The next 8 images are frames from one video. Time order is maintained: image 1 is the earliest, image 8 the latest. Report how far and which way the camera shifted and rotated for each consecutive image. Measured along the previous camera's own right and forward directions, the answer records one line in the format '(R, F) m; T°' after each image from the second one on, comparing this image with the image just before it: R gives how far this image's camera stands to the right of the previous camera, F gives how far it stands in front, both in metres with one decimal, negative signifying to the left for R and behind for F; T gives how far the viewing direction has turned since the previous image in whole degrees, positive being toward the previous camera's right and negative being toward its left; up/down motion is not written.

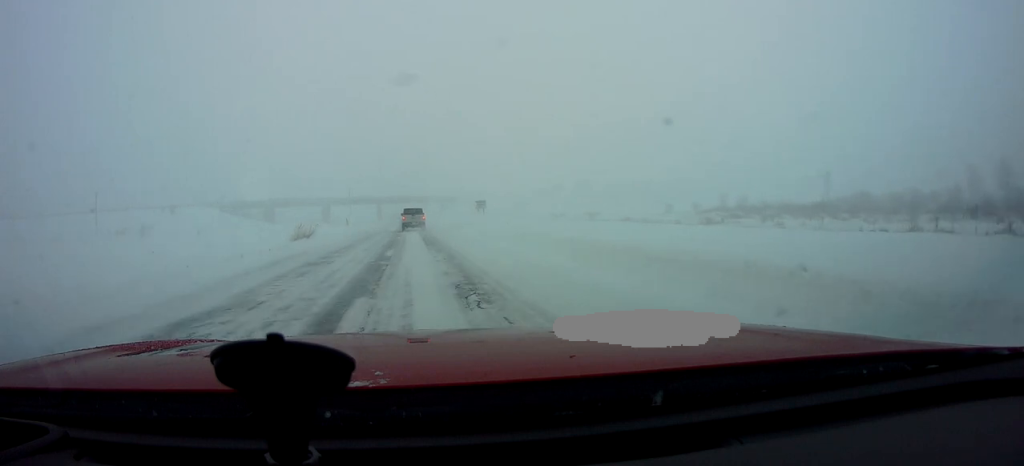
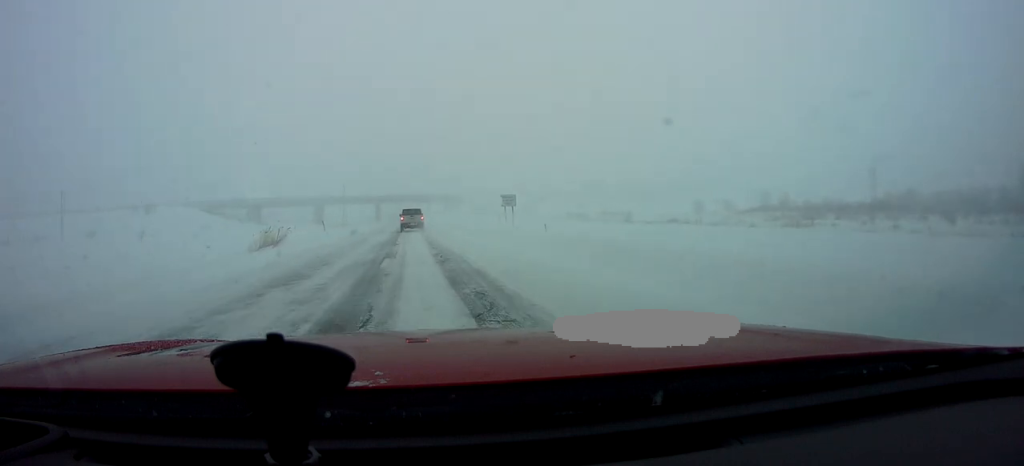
(-0.6, +16.5) m; -1°
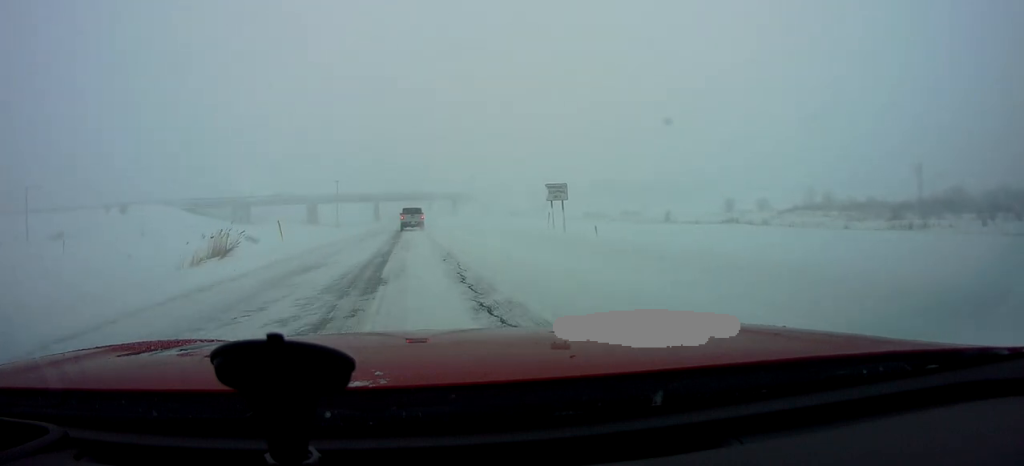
(+0.2, +14.5) m; +1°
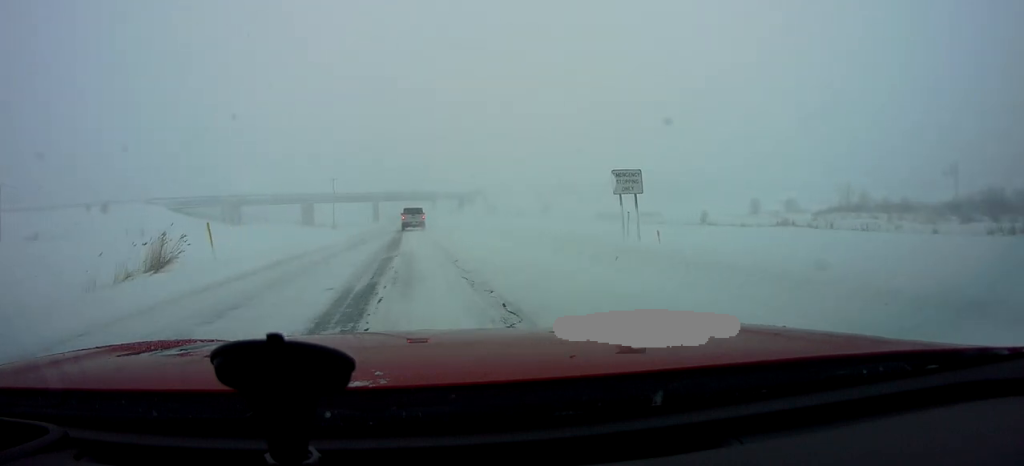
(0.0, +10.1) m; -1°
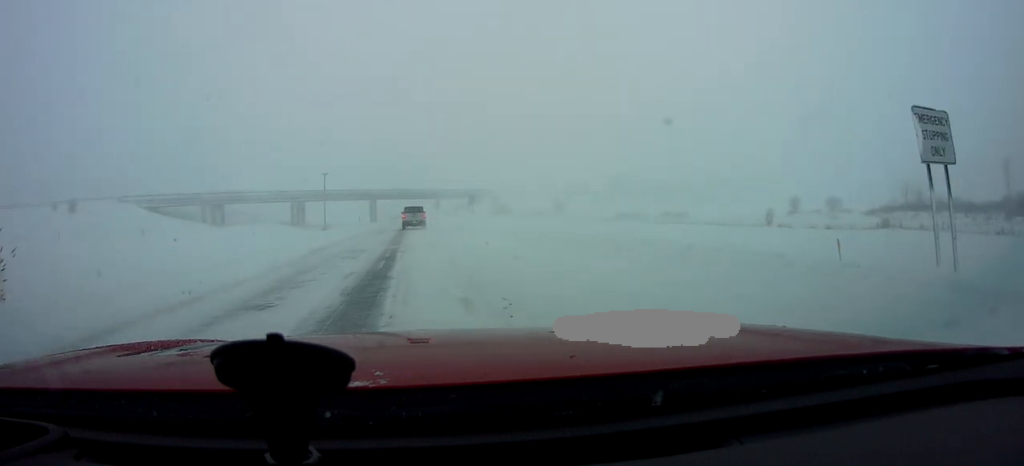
(-0.2, +14.0) m; -2°
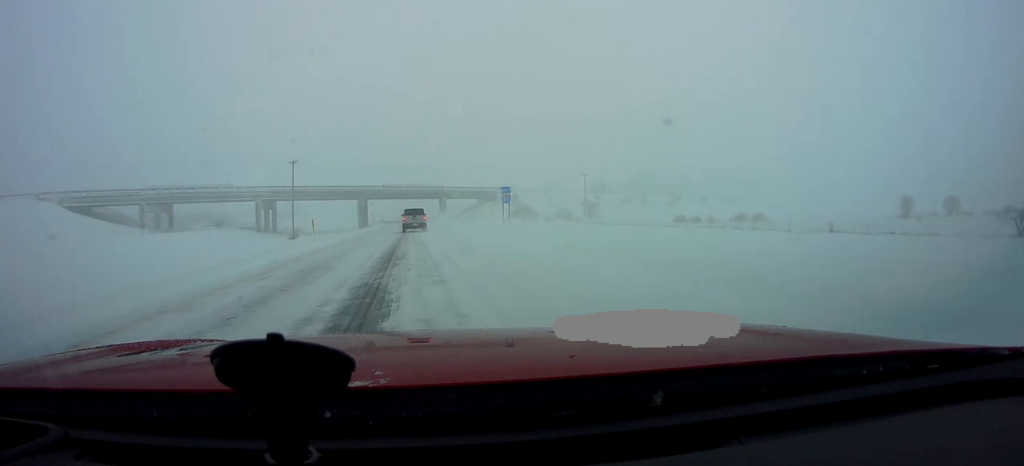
(+0.4, +30.9) m; +2°
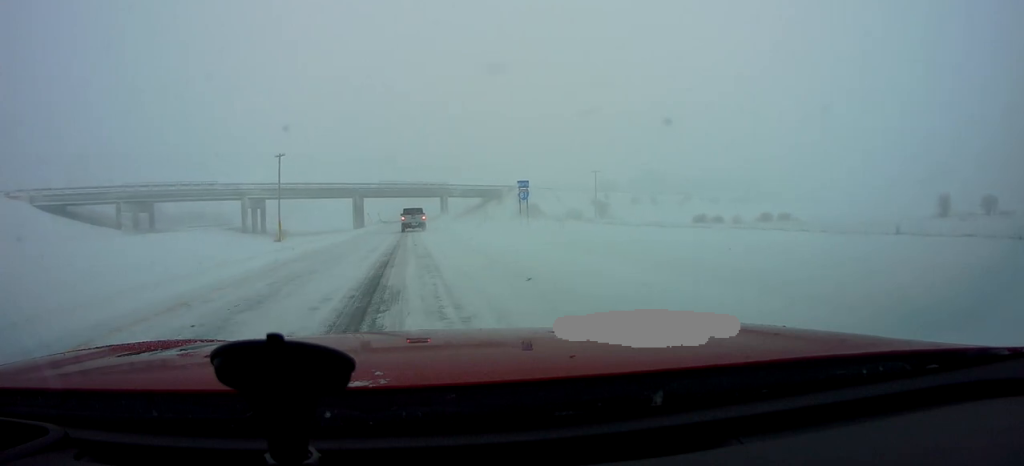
(-0.1, +8.3) m; 0°
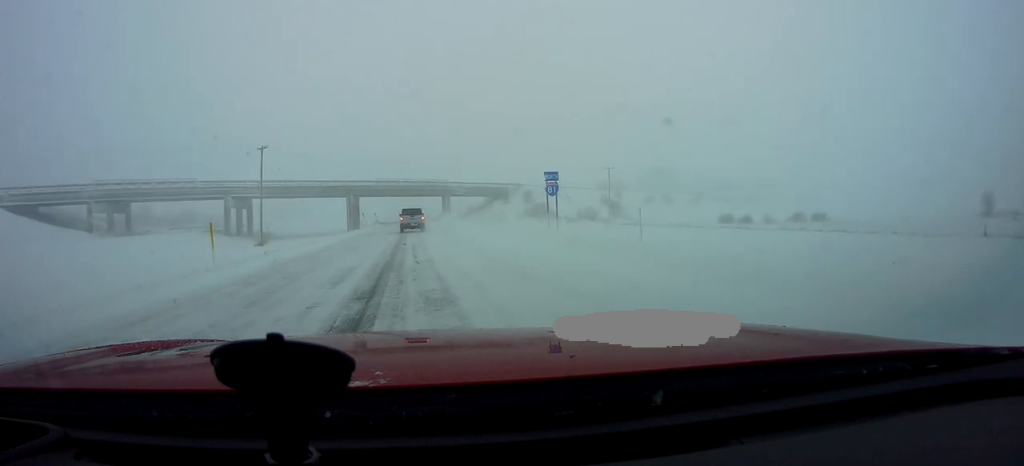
(0.0, +8.8) m; 0°
